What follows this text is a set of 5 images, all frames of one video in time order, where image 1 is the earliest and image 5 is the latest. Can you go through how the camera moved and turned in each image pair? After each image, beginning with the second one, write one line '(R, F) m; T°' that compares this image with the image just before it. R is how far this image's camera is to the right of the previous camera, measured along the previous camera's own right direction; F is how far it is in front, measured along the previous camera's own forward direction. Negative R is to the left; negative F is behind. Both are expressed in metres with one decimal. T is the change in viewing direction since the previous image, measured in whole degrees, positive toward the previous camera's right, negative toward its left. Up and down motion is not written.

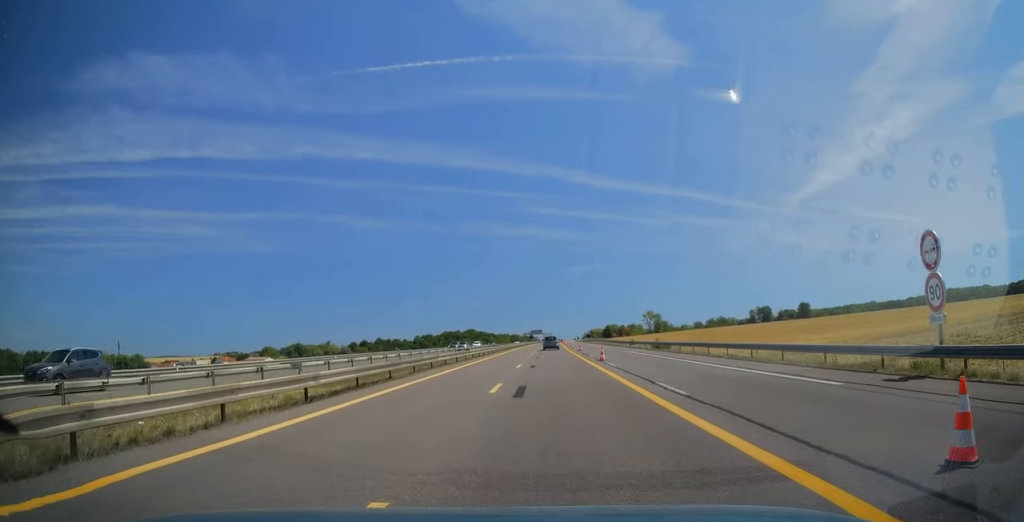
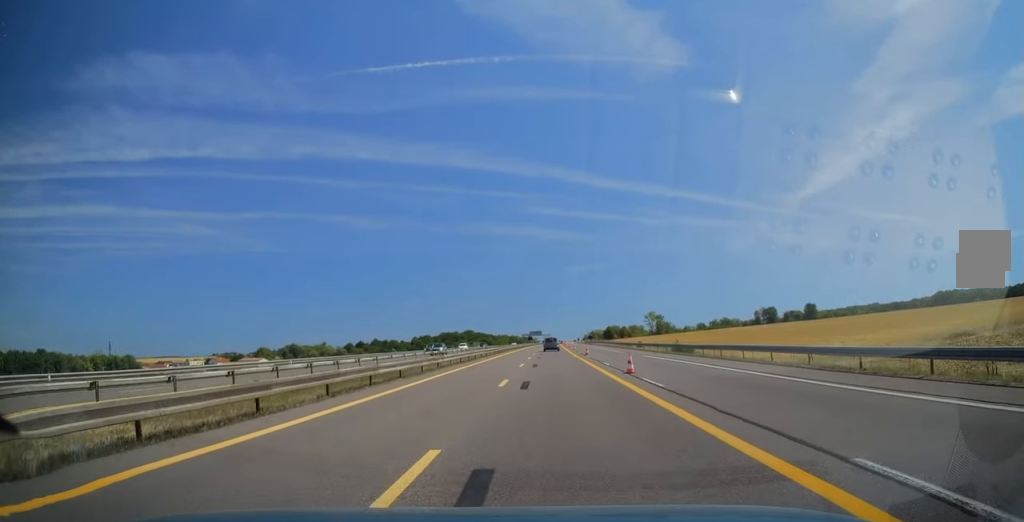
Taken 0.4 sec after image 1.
(+0.2, +10.6) m; 0°
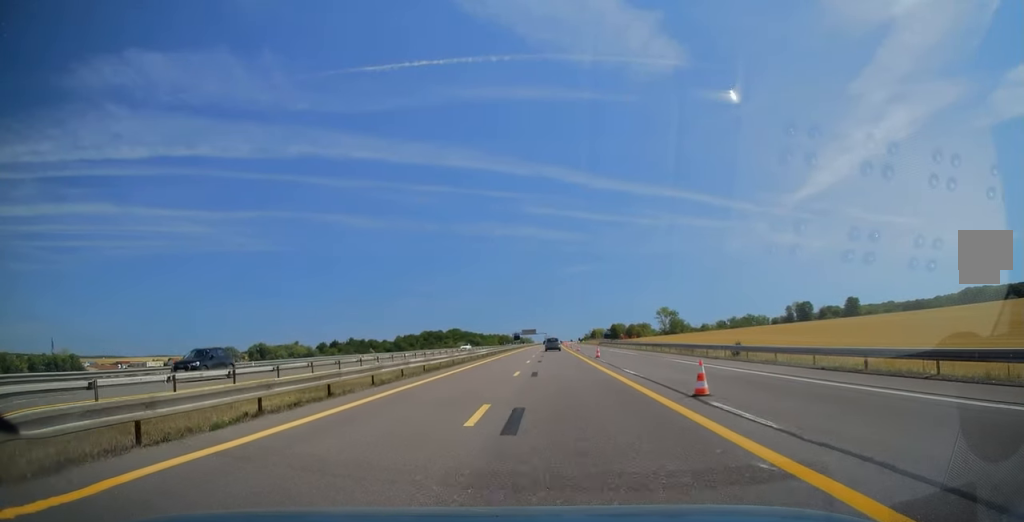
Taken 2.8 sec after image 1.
(+0.5, +59.9) m; +1°
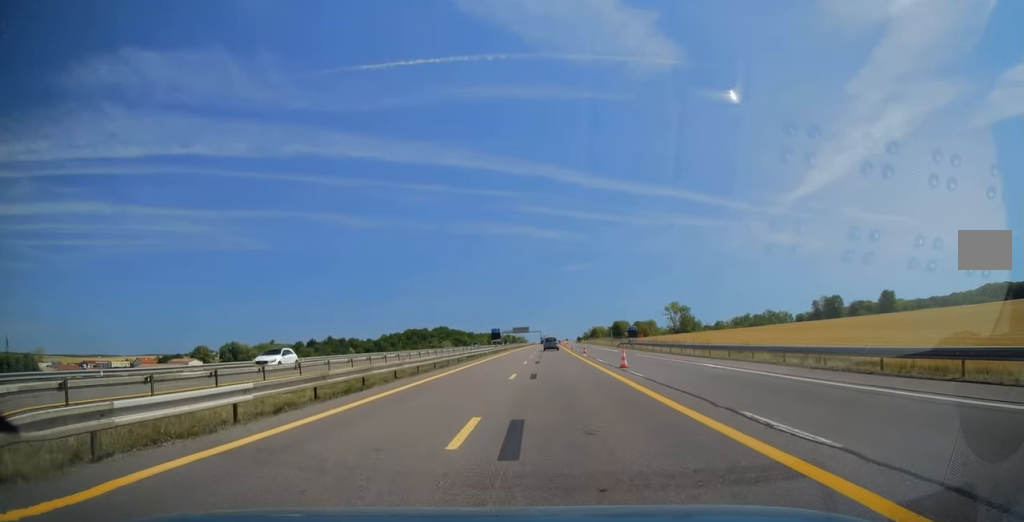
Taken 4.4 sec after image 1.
(+0.3, +40.9) m; 0°
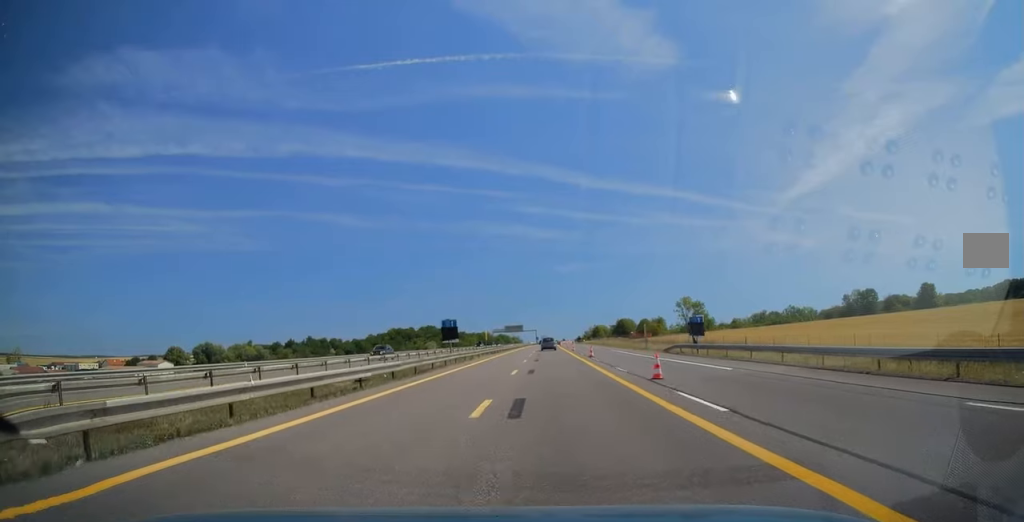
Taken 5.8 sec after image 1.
(-0.3, +35.9) m; 0°
